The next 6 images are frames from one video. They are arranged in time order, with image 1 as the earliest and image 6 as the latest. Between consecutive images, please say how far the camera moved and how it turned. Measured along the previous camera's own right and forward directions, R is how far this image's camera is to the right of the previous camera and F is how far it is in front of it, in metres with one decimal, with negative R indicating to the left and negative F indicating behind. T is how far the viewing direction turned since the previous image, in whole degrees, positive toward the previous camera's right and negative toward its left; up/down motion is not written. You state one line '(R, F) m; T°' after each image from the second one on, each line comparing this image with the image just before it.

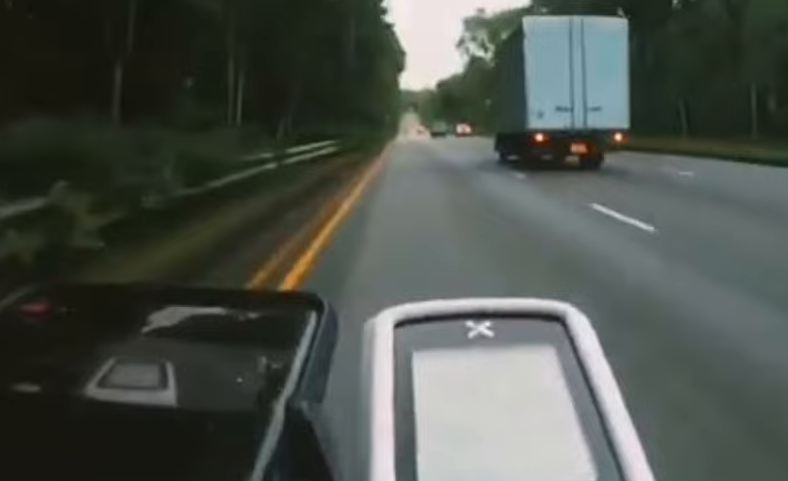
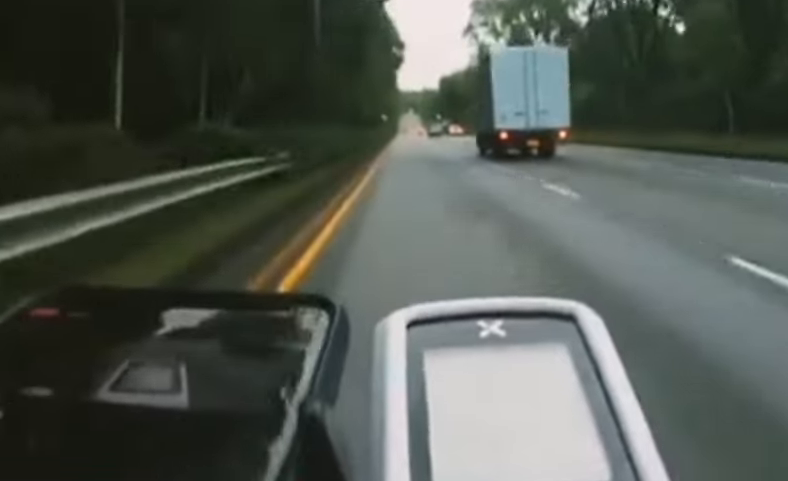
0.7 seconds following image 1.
(+0.1, +9.0) m; +1°
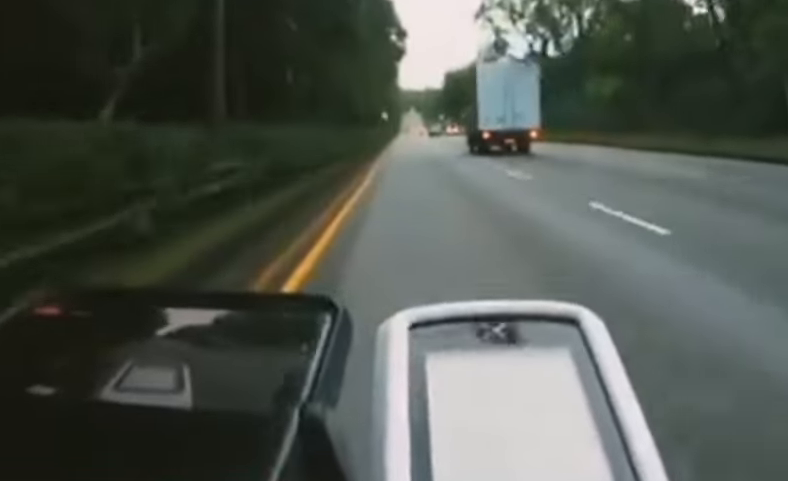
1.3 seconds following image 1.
(+0.5, +7.6) m; +2°
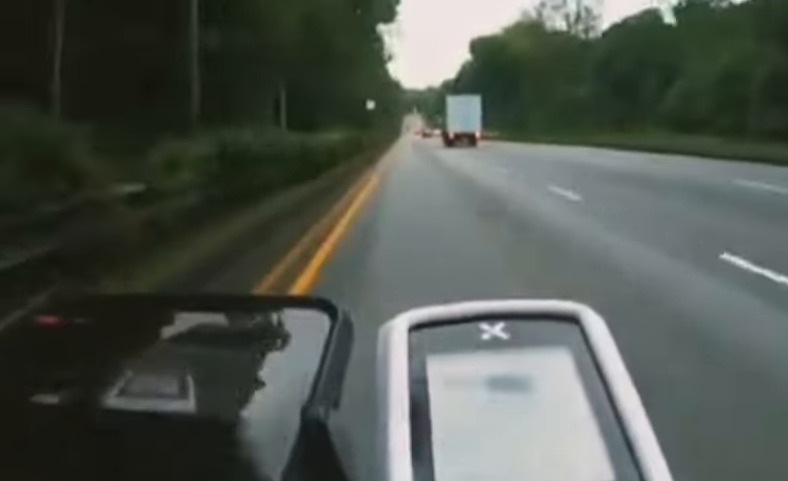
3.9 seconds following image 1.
(-1.9, +33.2) m; +1°
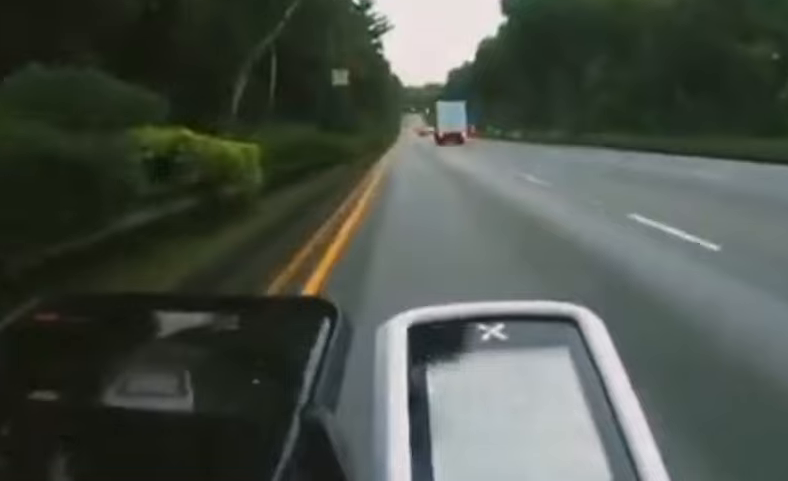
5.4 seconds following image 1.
(+0.4, +18.0) m; -4°
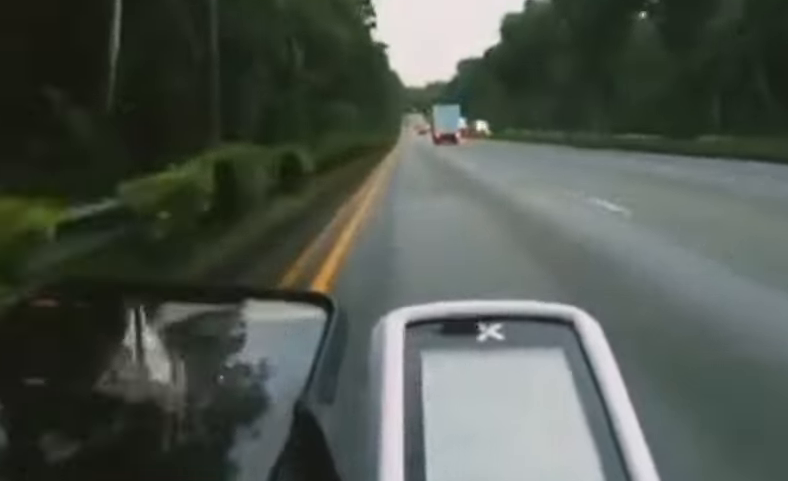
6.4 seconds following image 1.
(-1.0, +13.3) m; 0°
